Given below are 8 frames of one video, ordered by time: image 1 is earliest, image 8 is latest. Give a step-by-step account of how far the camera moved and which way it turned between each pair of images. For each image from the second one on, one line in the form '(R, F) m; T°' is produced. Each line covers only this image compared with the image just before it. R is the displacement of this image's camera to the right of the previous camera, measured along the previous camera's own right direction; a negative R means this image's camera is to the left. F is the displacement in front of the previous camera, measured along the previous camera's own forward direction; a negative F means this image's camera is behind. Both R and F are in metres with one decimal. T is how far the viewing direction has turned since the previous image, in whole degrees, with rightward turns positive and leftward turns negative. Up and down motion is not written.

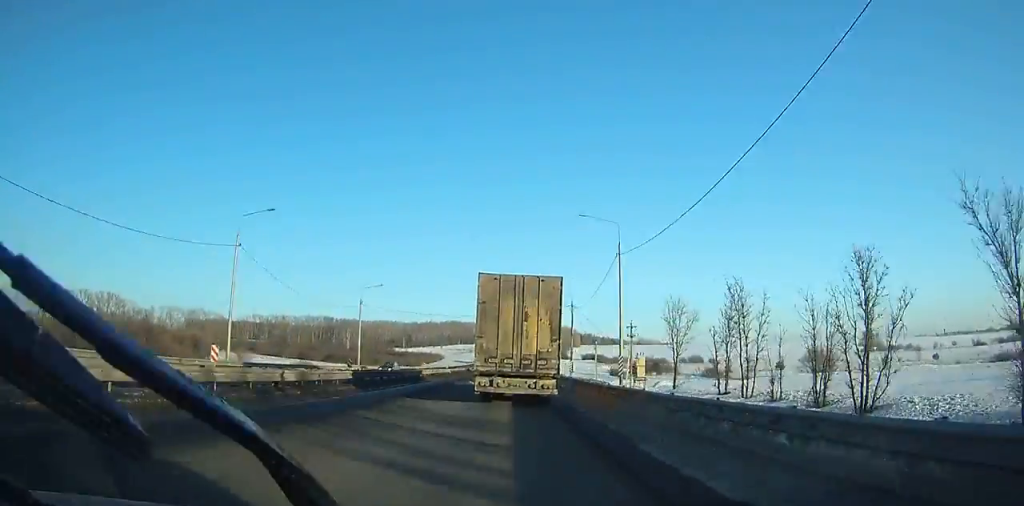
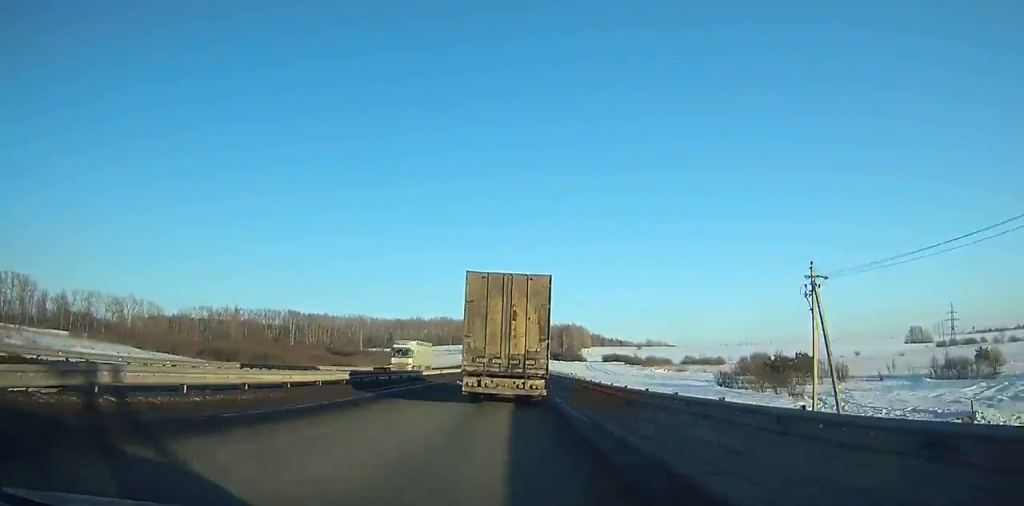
(+0.6, +84.7) m; 0°
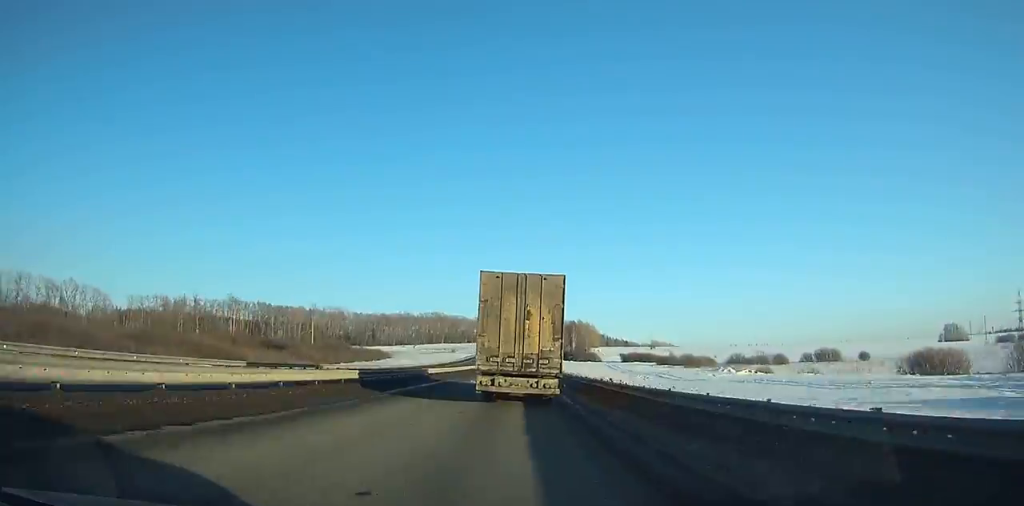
(-0.2, +55.1) m; 0°
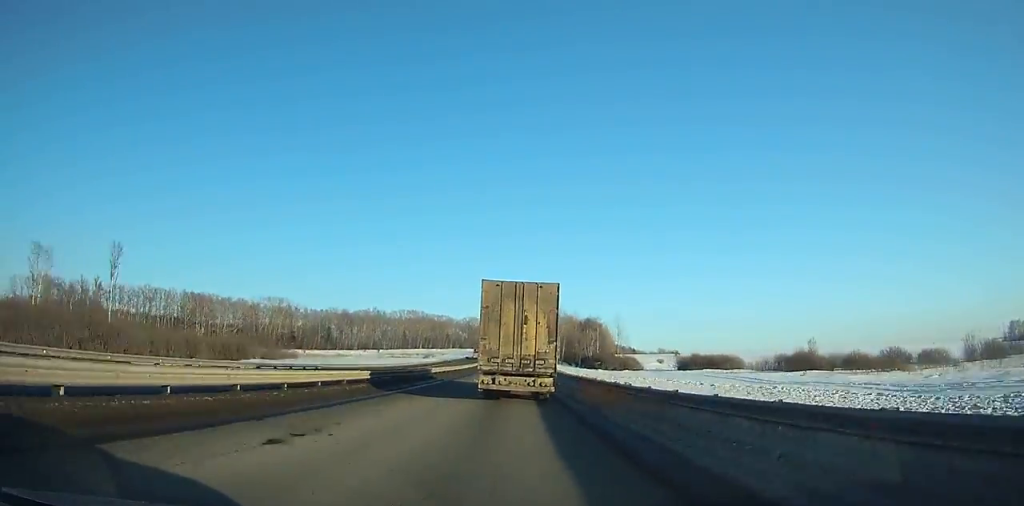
(+0.1, +91.1) m; 0°
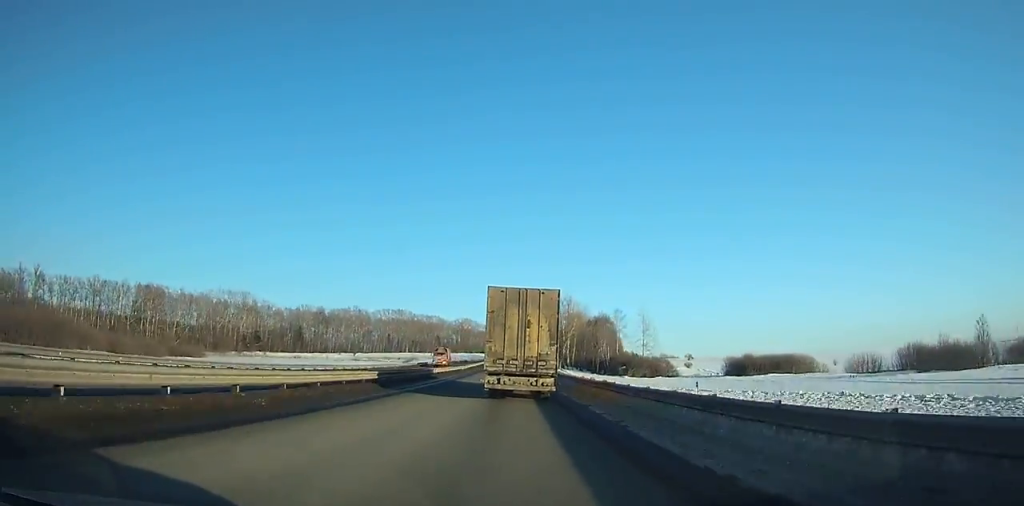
(0.0, +38.4) m; 0°
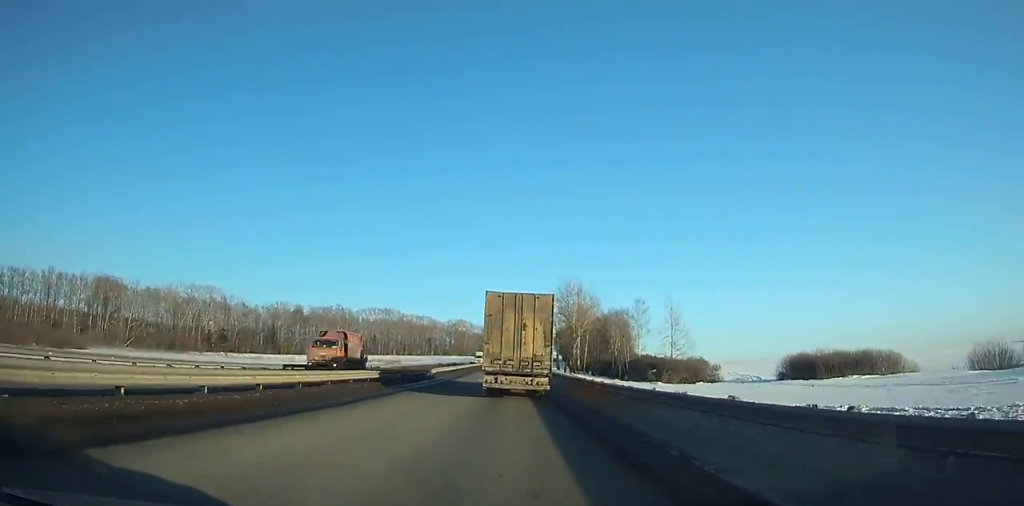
(0.0, +29.4) m; 0°
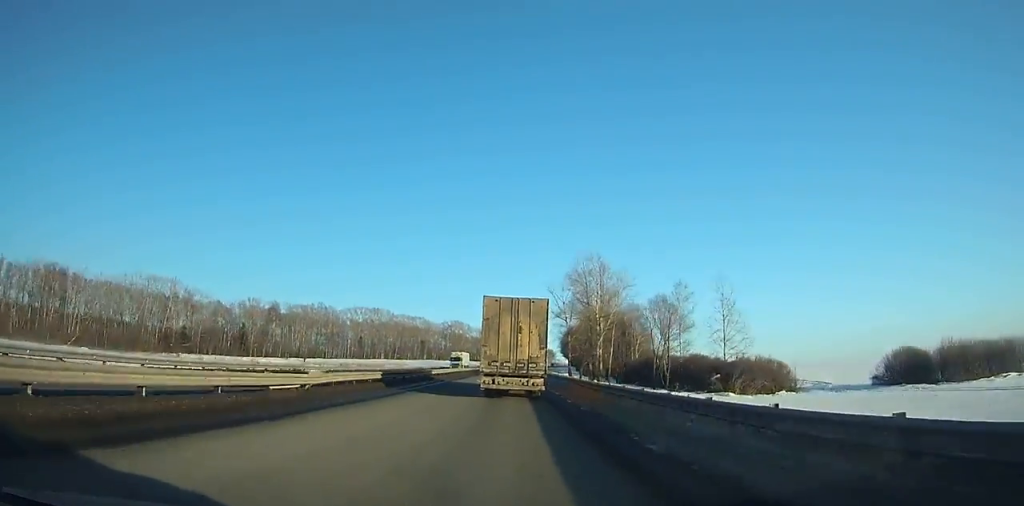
(0.0, +29.3) m; 0°
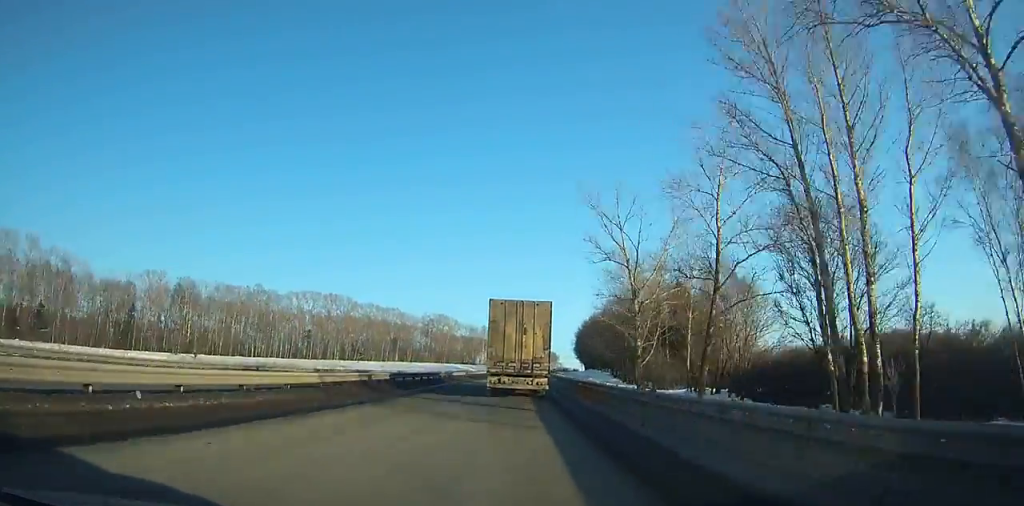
(+0.4, +67.5) m; +1°
